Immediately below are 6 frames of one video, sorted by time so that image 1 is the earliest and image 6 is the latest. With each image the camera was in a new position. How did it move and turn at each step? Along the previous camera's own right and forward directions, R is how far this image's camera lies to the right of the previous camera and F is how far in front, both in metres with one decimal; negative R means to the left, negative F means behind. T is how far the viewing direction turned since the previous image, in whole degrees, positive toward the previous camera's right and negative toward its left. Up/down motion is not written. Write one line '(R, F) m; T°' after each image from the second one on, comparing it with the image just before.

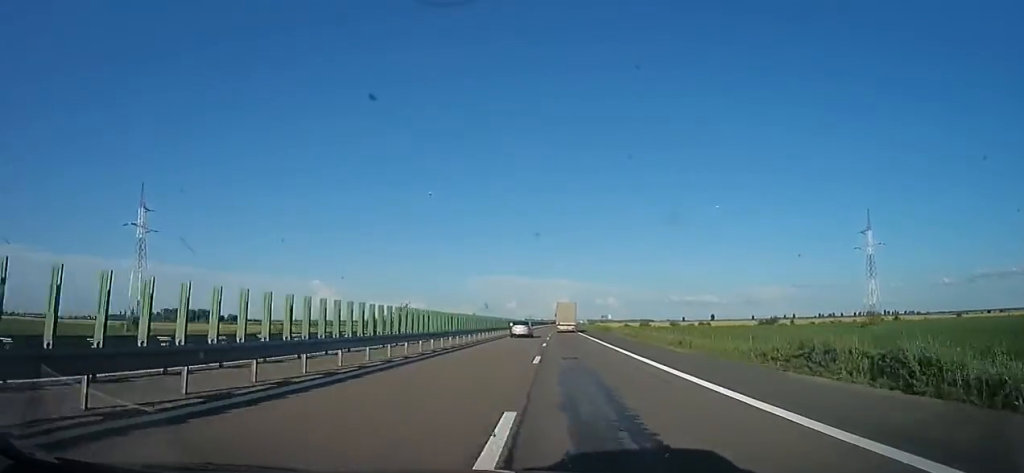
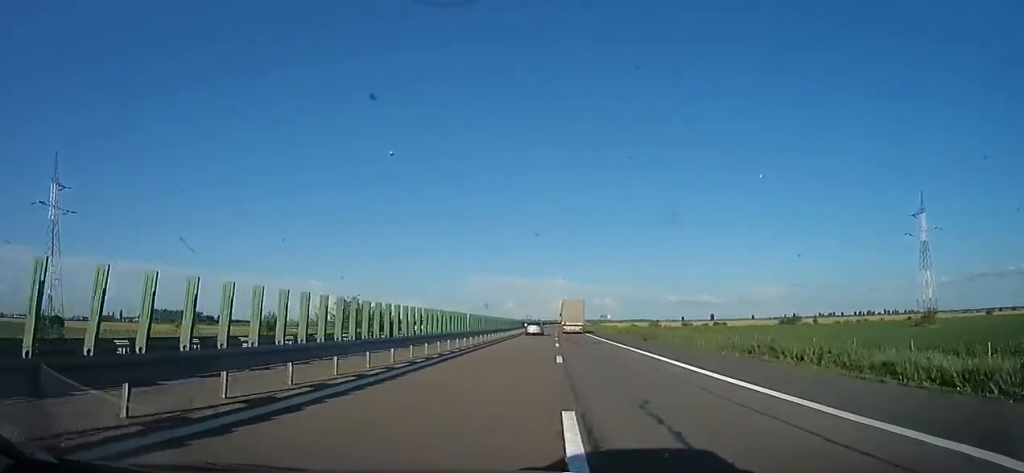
(+0.1, +23.6) m; 0°
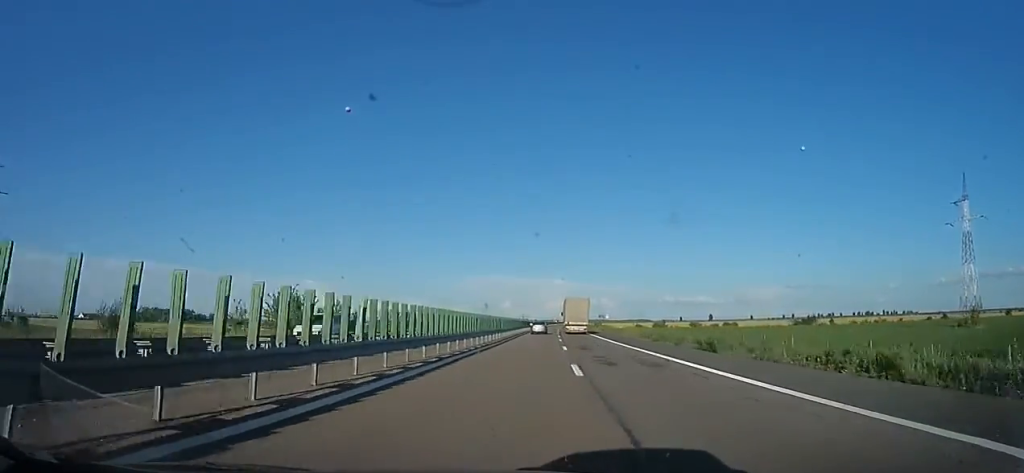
(-0.1, +15.8) m; 0°
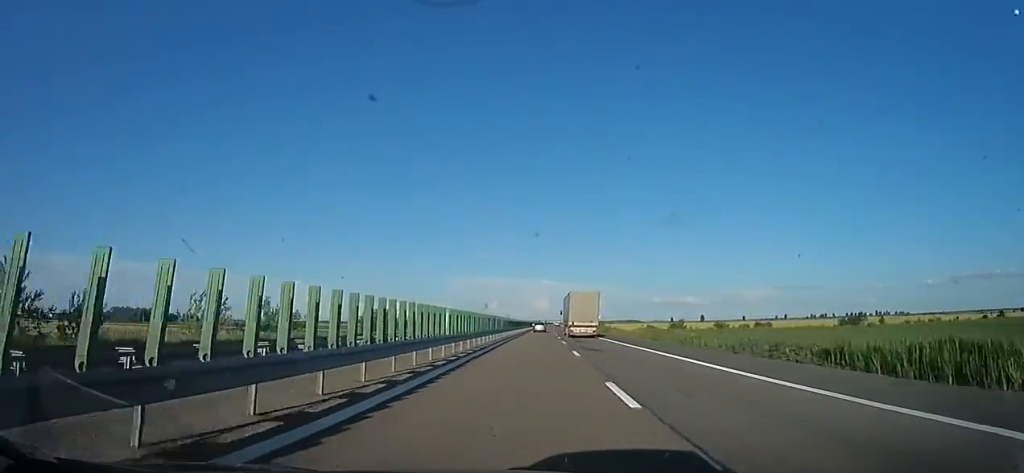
(-0.1, +40.6) m; 0°
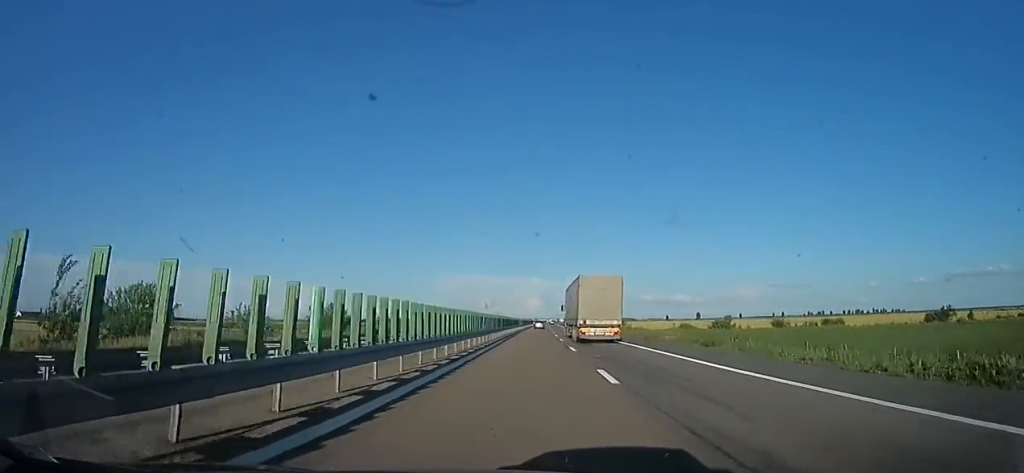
(+0.1, +45.3) m; +2°
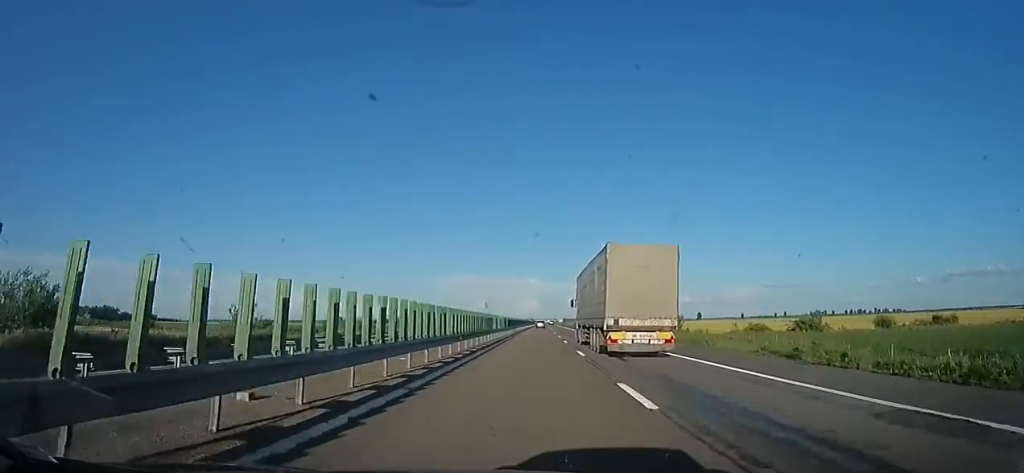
(+1.3, +39.3) m; 0°
